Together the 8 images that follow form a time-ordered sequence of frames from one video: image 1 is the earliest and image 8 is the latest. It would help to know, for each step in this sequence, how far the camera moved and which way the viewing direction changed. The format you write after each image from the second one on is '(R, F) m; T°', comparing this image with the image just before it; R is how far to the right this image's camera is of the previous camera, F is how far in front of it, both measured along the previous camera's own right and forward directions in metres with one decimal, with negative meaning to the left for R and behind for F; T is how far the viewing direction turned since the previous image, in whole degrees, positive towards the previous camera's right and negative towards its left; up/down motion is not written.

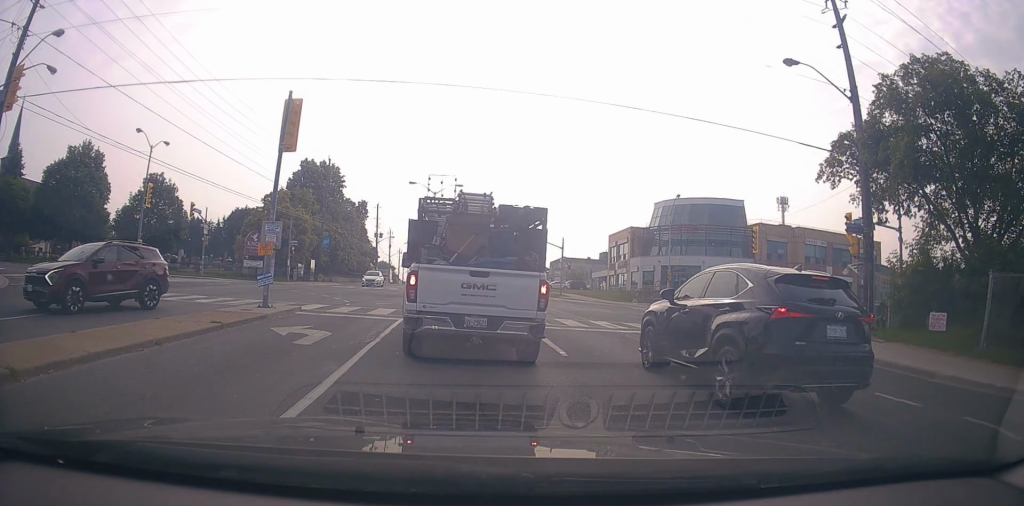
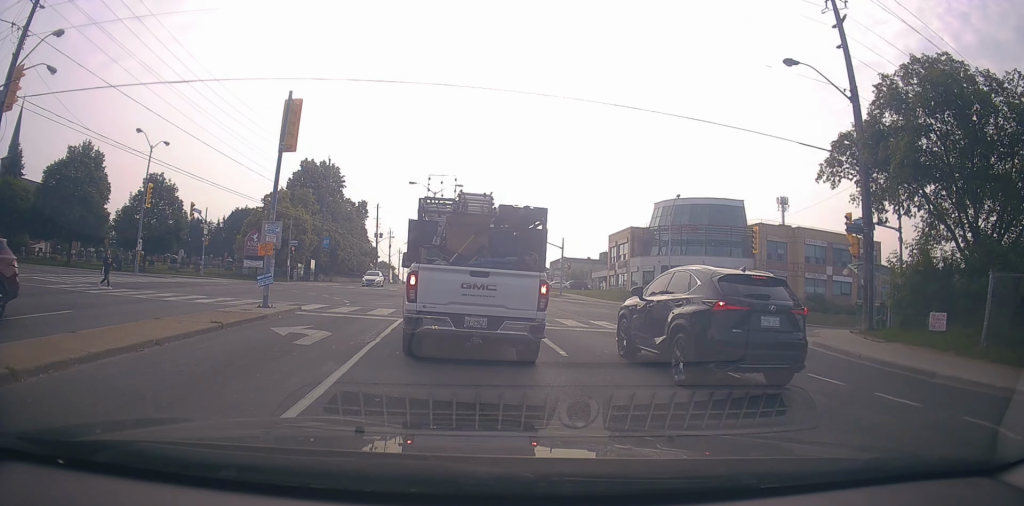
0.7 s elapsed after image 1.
(0.0, 0.0) m; 0°
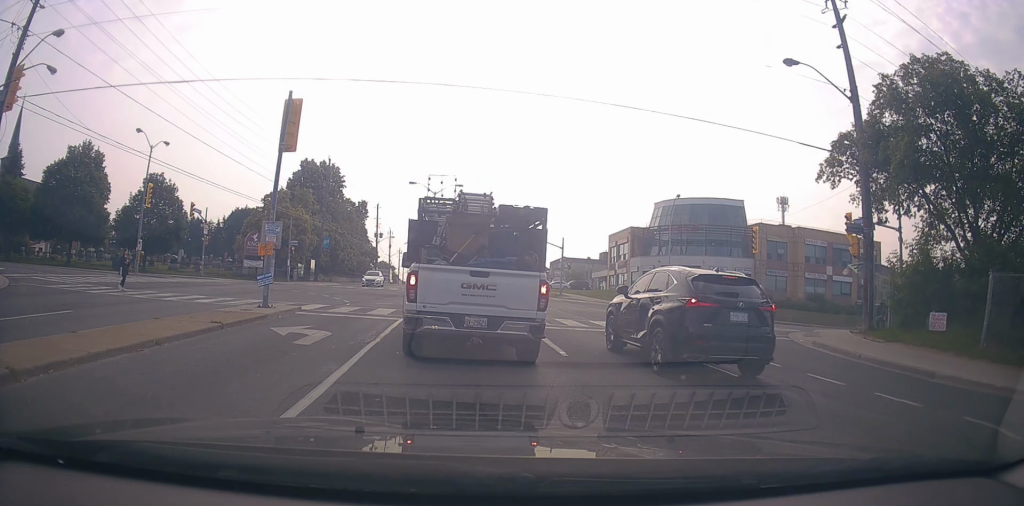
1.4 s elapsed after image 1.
(0.0, 0.0) m; 0°
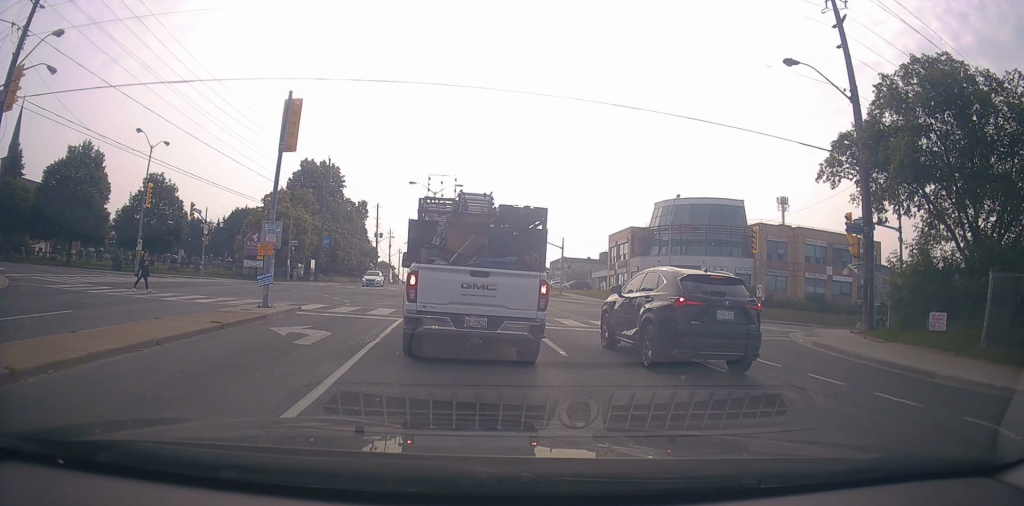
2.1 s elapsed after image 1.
(0.0, 0.0) m; 0°
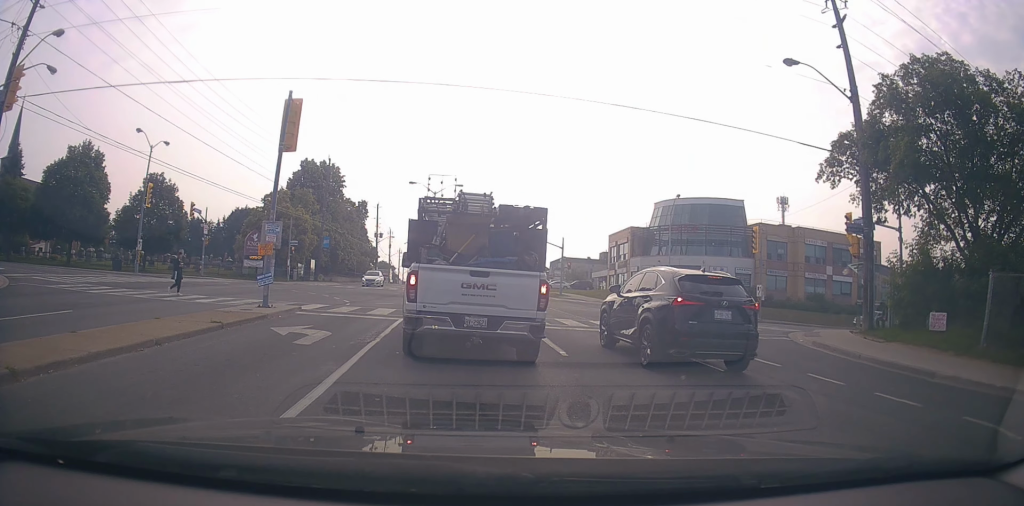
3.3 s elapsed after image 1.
(0.0, 0.0) m; 0°
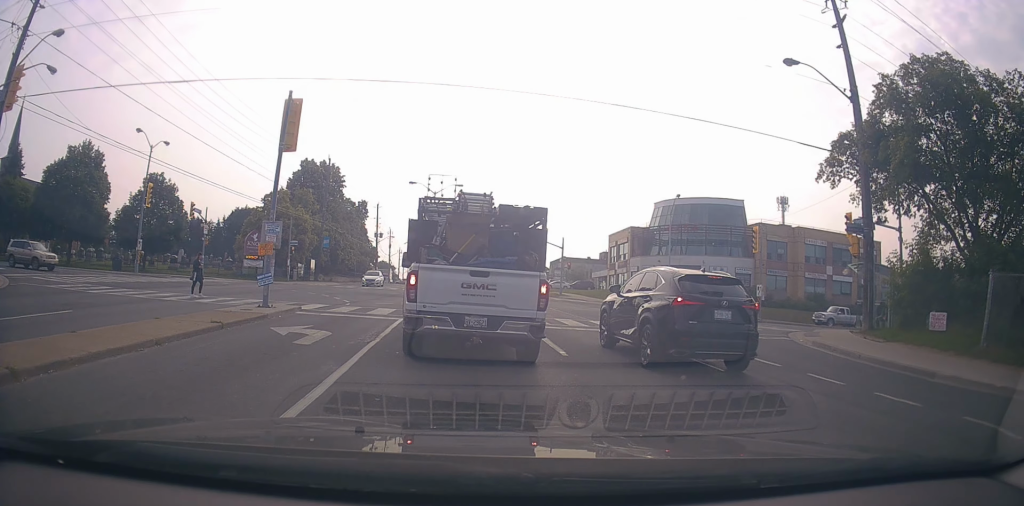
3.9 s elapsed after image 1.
(0.0, 0.0) m; 0°
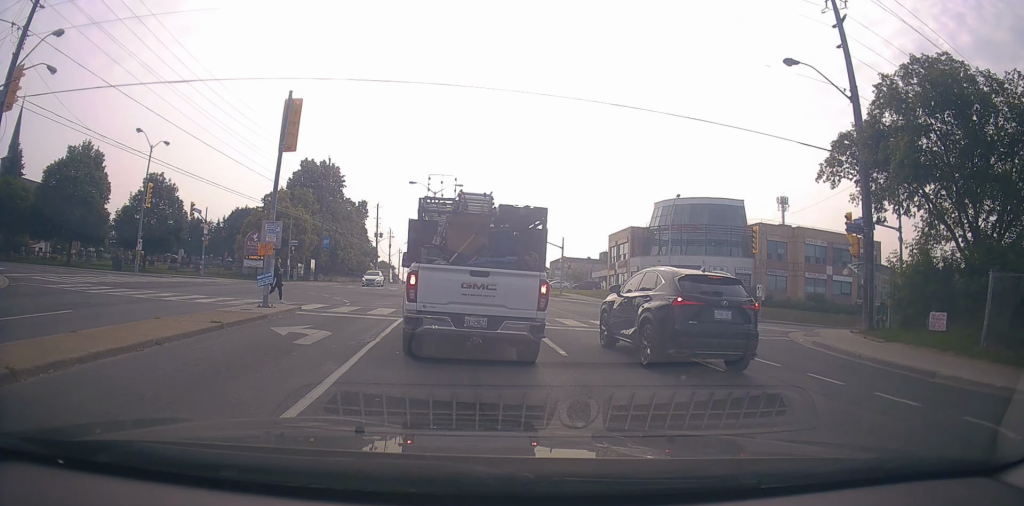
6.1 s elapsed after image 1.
(0.0, 0.0) m; 0°
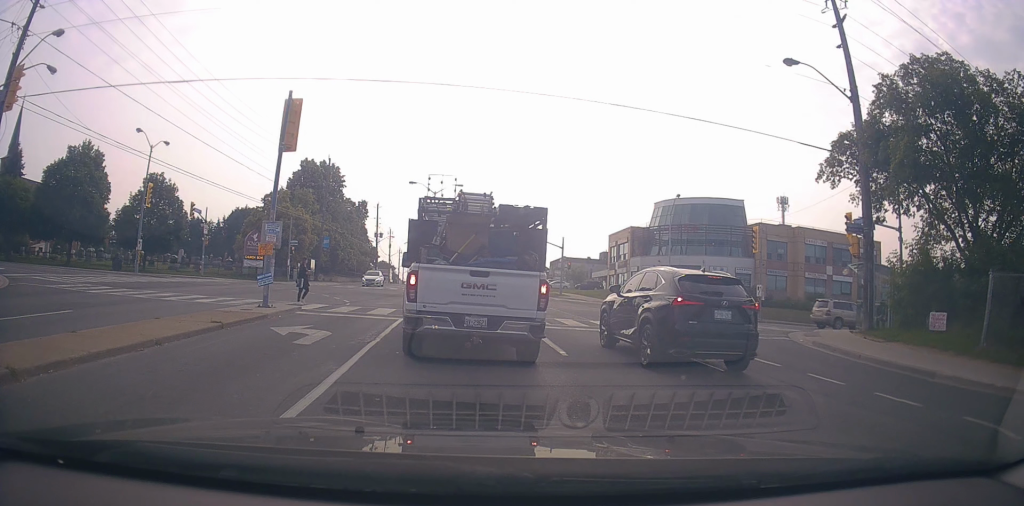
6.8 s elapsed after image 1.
(0.0, 0.0) m; 0°
